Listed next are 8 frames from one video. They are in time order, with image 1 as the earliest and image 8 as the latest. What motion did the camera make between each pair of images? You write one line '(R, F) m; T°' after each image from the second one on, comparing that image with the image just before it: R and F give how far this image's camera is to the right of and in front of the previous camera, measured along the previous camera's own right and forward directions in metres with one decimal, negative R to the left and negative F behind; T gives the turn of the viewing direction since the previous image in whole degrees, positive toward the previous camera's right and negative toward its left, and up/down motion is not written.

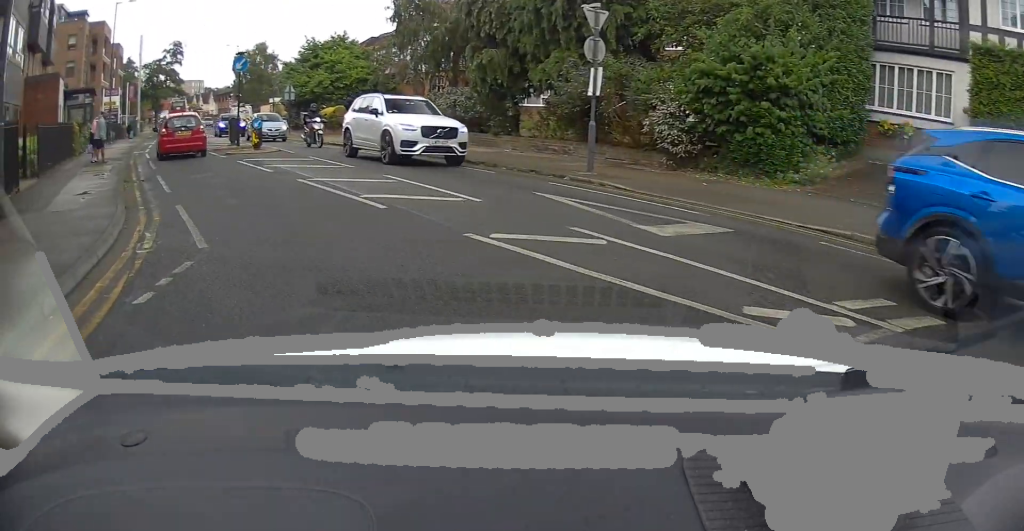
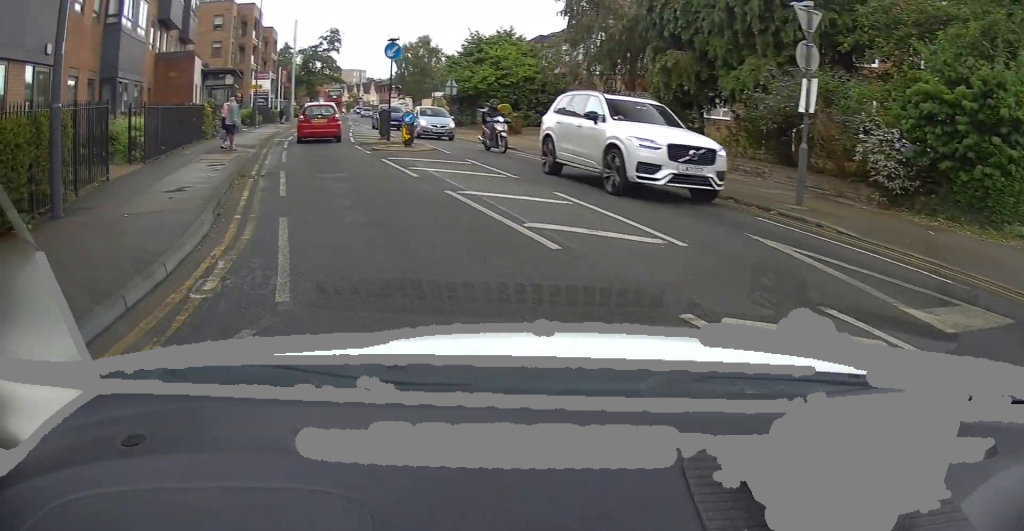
(-0.2, +2.5) m; -8°
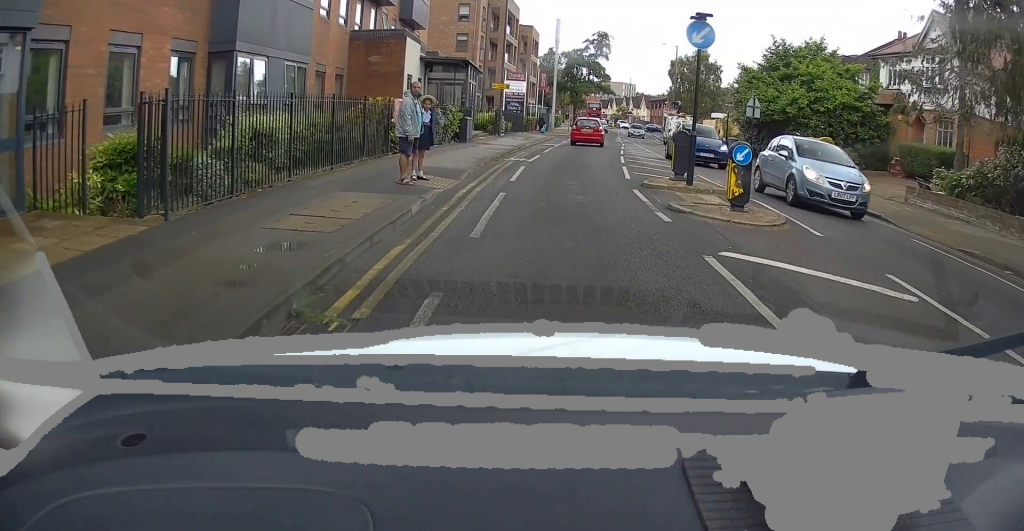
(-1.5, +9.7) m; -13°
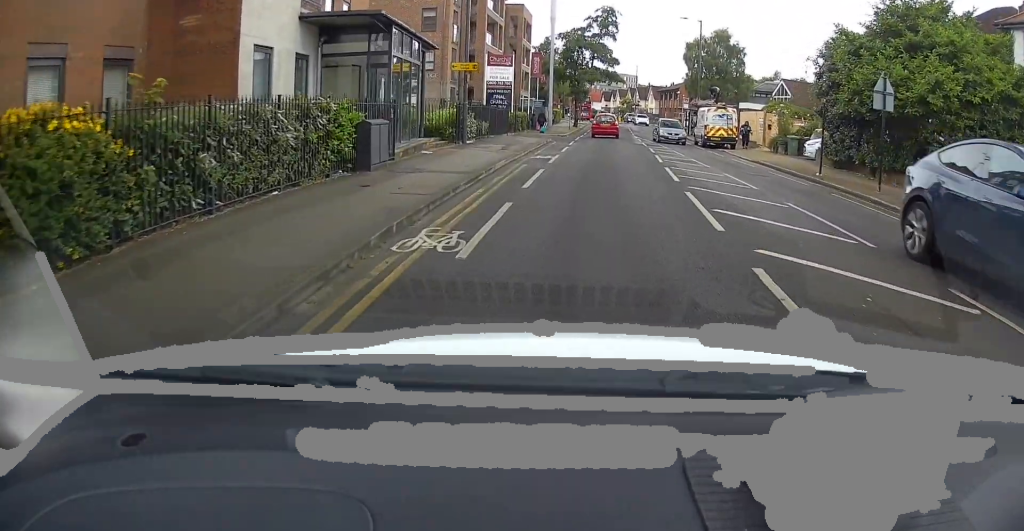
(0.0, +13.1) m; +1°
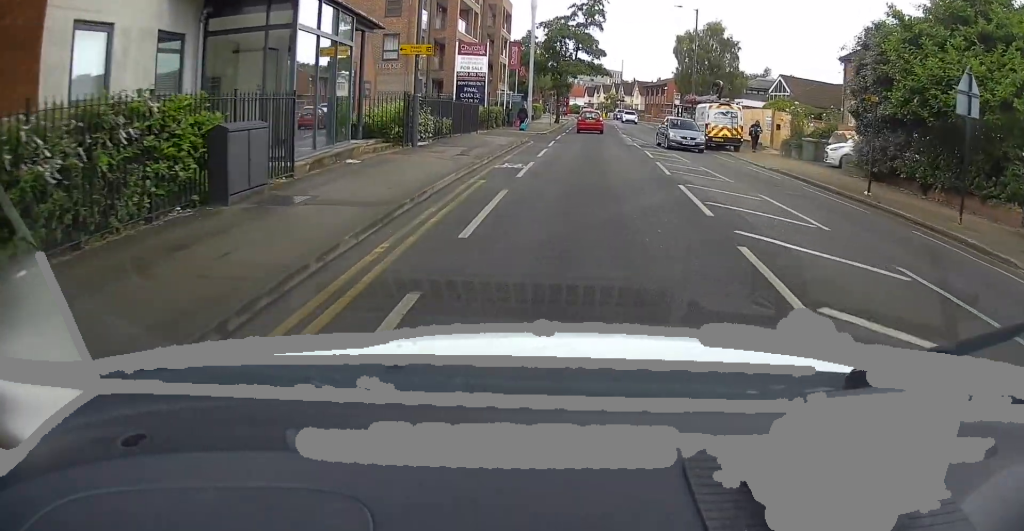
(0.0, +5.0) m; 0°
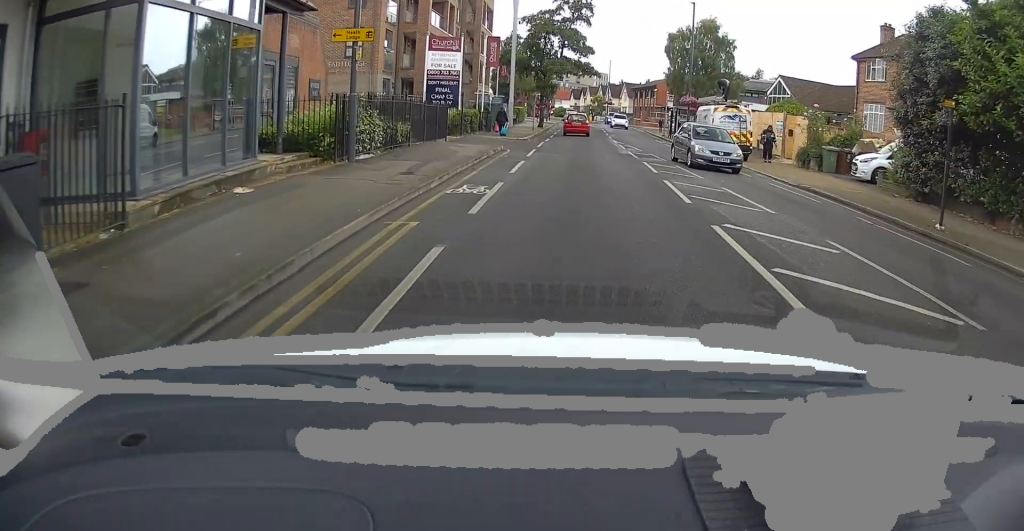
(0.0, +4.3) m; -1°
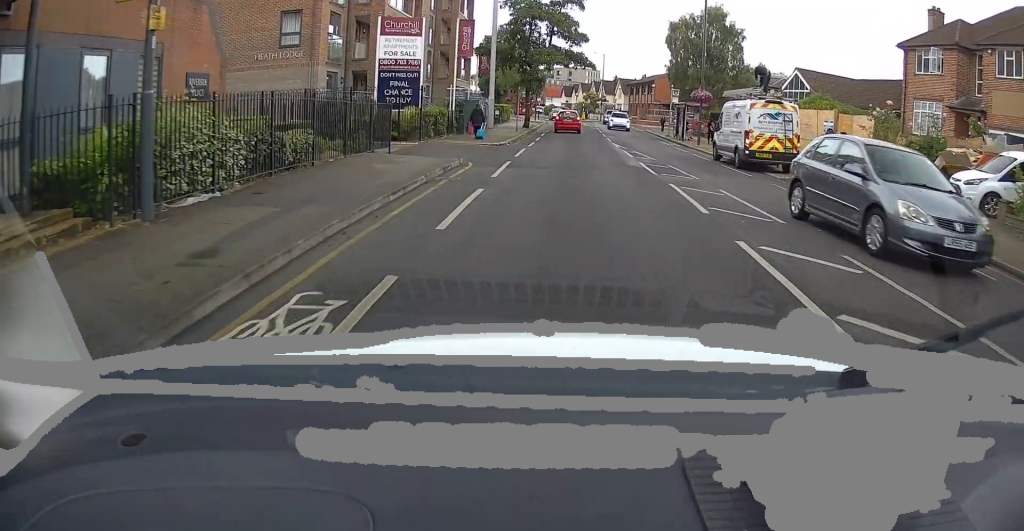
(-0.1, +7.4) m; +1°
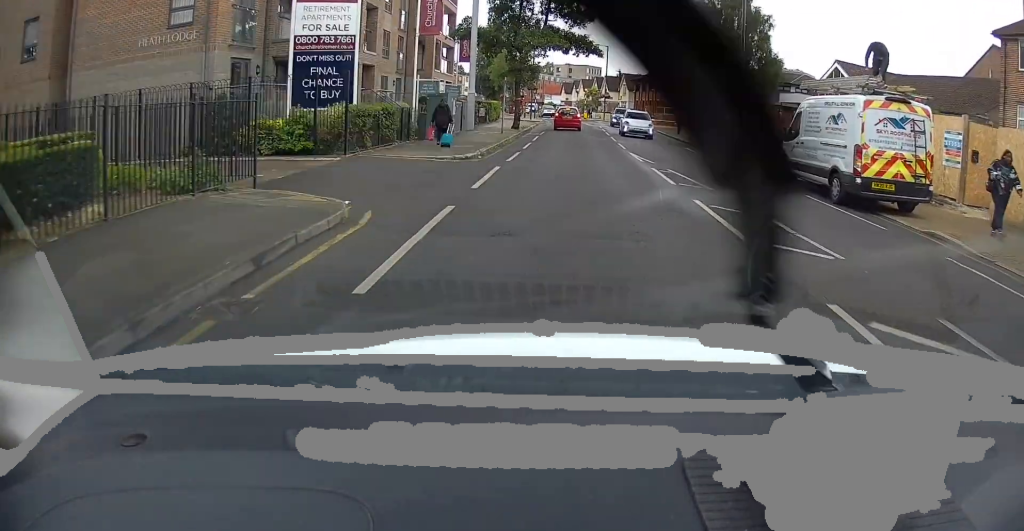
(+0.1, +8.4) m; +2°
